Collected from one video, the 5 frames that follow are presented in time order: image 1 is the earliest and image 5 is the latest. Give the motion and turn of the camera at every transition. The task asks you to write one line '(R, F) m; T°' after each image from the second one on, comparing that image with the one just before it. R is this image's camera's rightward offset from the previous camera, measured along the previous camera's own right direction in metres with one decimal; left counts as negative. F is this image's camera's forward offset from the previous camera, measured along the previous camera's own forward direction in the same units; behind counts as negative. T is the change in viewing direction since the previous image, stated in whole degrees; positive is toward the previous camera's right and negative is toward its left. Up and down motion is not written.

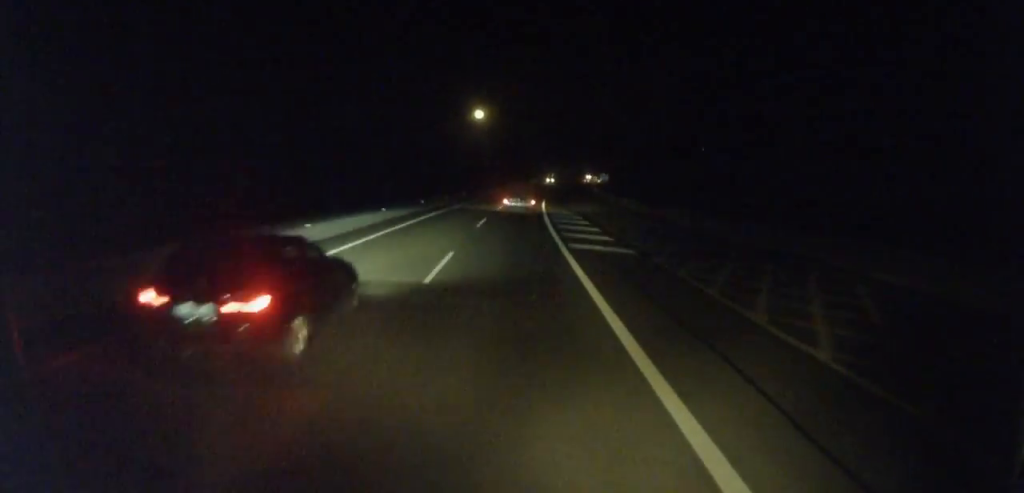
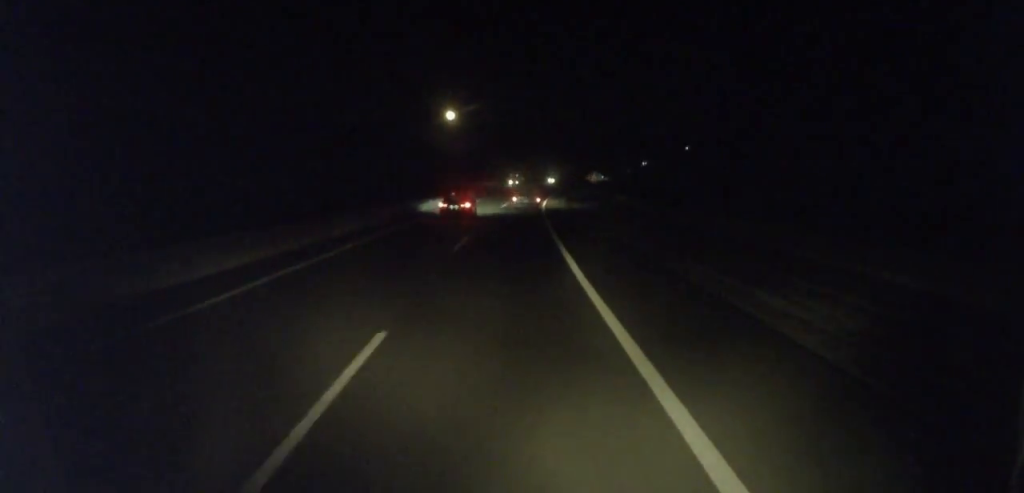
(+0.6, +44.1) m; +4°
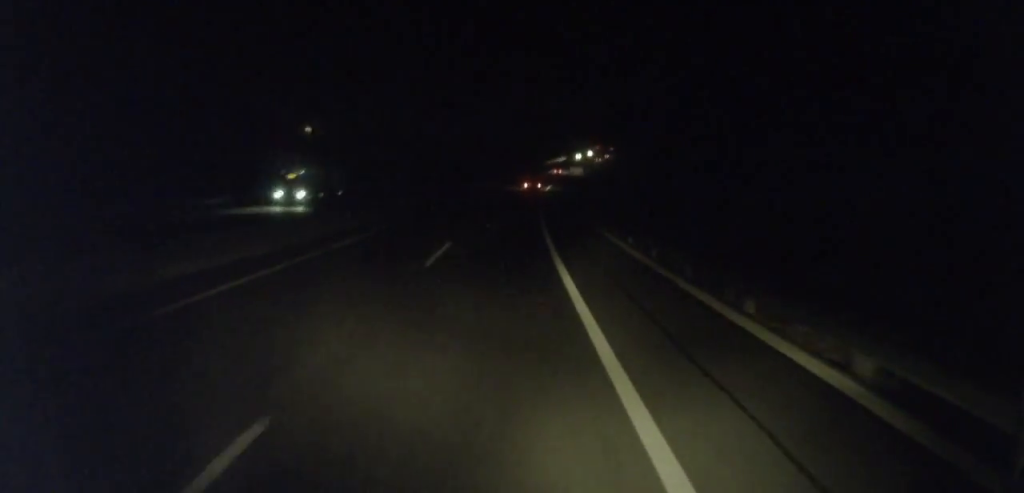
(+27.5, +221.7) m; +13°
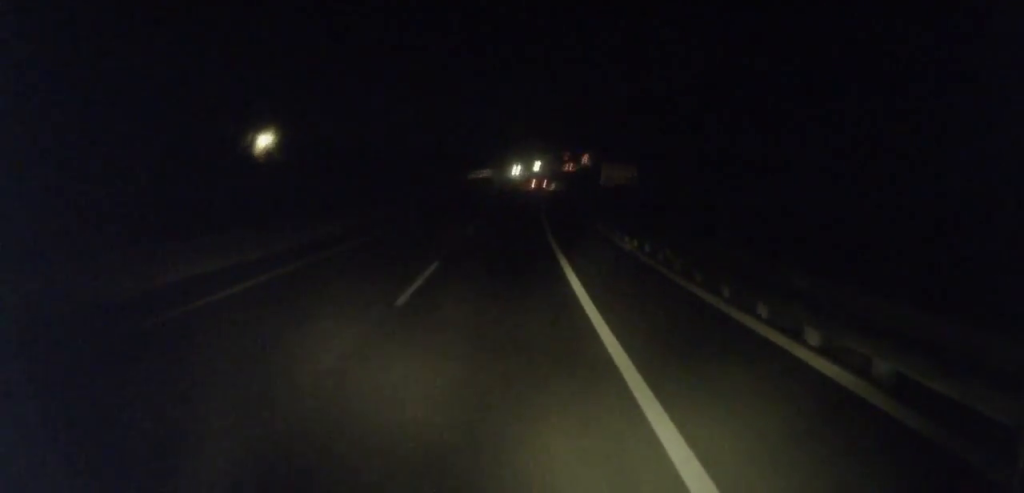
(+3.4, +72.0) m; +4°
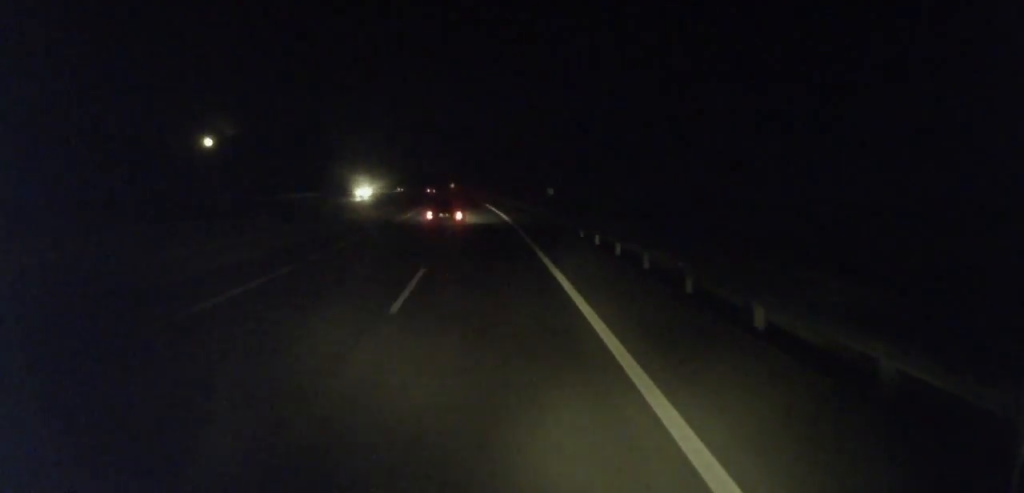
(+38.1, +391.9) m; +3°
